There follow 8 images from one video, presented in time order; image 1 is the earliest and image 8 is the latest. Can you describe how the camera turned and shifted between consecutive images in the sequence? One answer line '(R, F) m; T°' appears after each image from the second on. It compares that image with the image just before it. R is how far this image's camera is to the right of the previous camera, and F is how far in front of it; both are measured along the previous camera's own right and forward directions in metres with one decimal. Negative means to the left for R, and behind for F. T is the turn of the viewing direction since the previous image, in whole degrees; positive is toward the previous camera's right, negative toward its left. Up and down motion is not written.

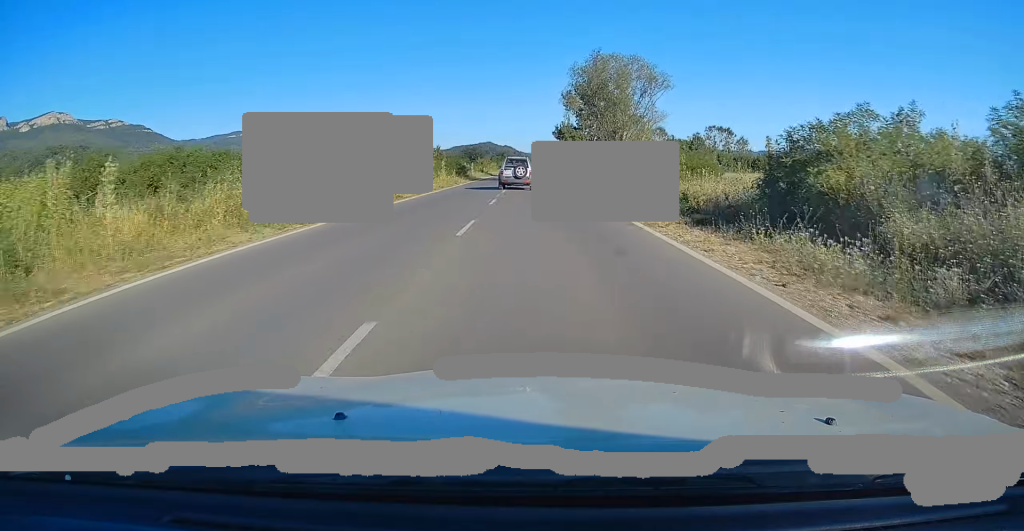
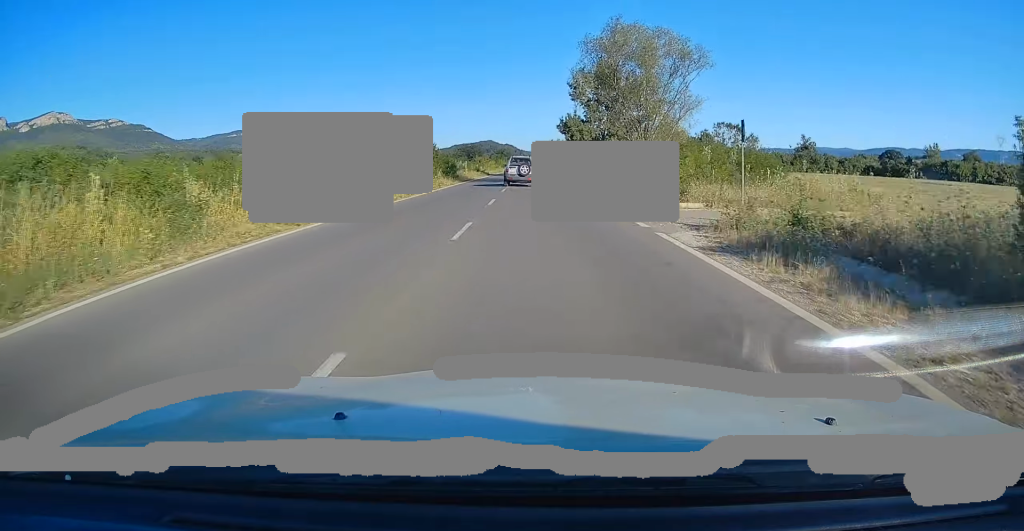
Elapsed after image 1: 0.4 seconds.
(+0.2, +9.8) m; 0°
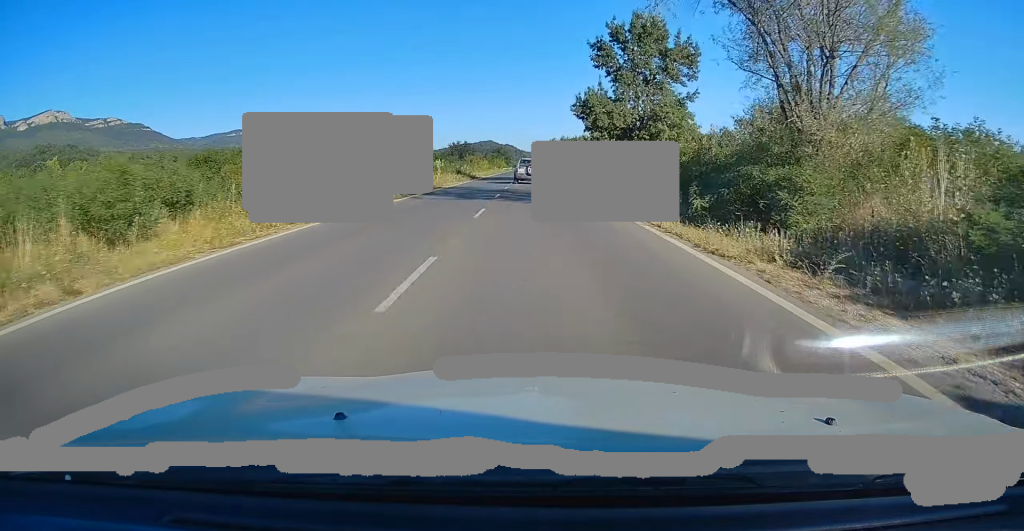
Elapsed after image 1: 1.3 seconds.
(-0.2, +22.9) m; 0°
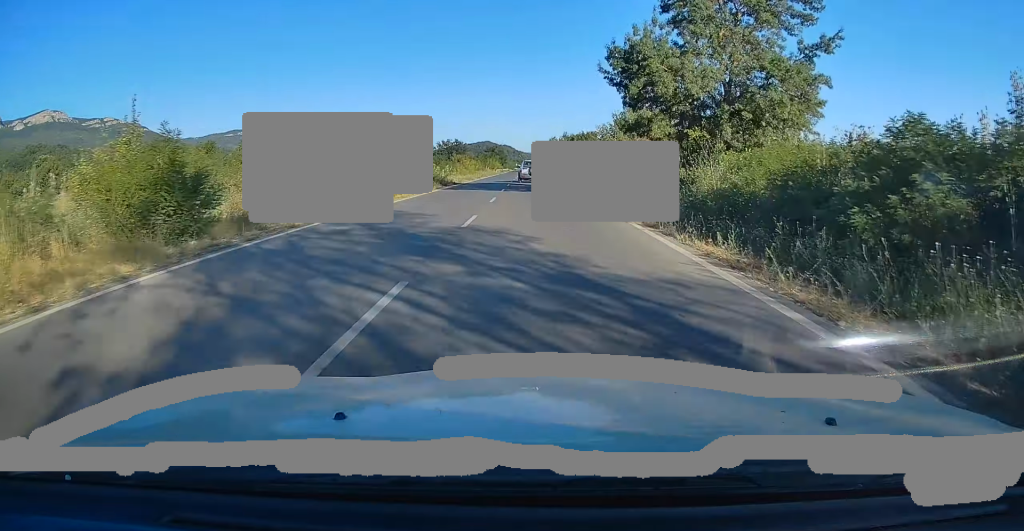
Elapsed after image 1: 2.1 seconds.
(+0.1, +19.7) m; 0°
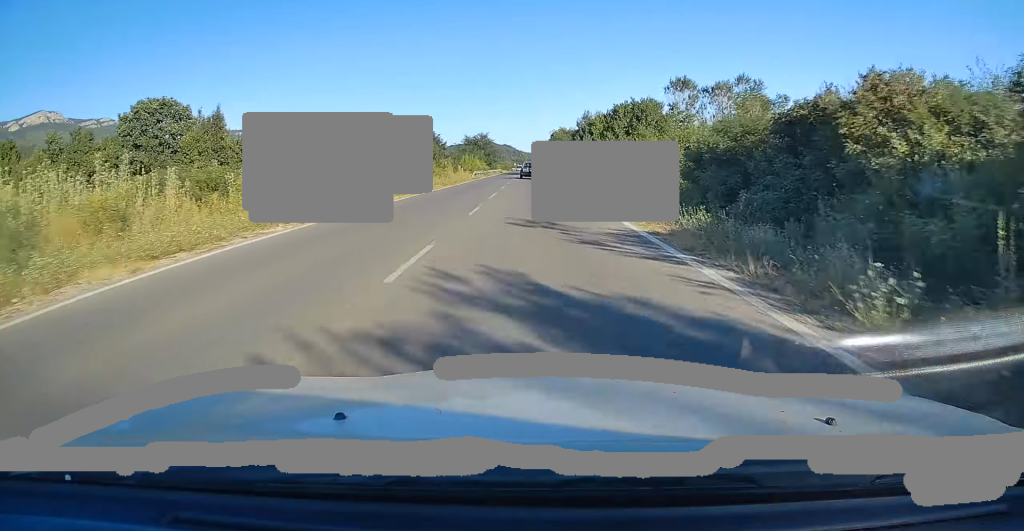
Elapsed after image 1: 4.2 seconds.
(-0.2, +51.1) m; -1°
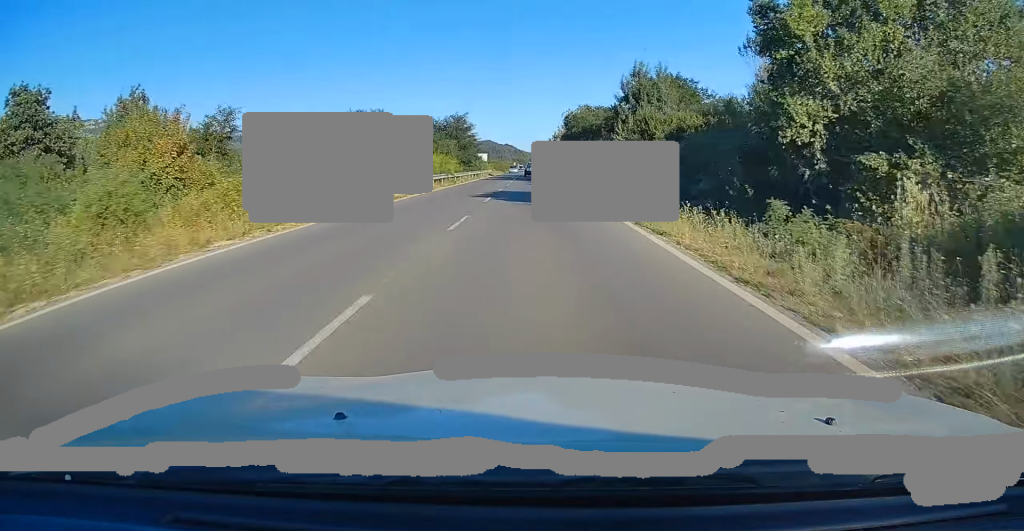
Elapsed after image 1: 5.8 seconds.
(+0.2, +39.6) m; 0°
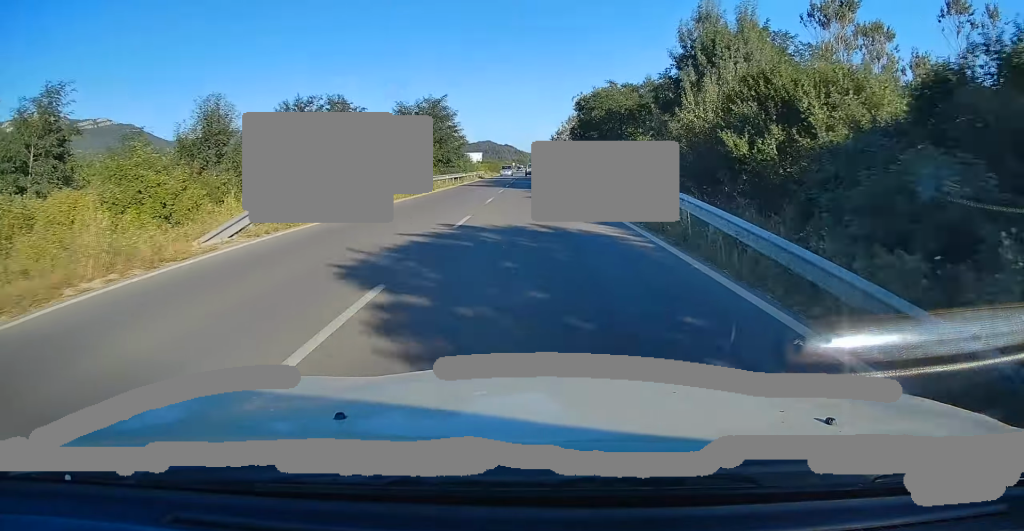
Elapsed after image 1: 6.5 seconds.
(-0.3, +17.4) m; 0°
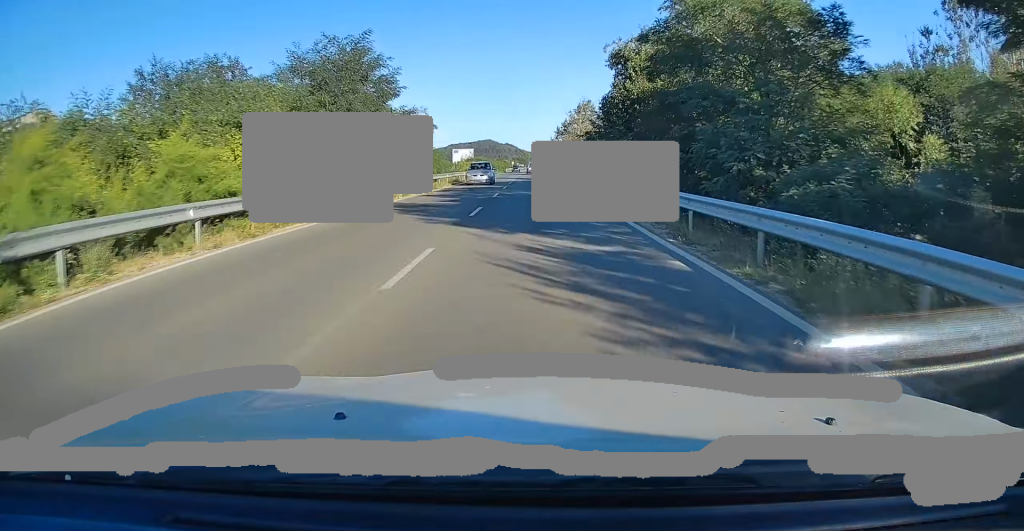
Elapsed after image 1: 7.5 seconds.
(+0.3, +24.2) m; +1°
